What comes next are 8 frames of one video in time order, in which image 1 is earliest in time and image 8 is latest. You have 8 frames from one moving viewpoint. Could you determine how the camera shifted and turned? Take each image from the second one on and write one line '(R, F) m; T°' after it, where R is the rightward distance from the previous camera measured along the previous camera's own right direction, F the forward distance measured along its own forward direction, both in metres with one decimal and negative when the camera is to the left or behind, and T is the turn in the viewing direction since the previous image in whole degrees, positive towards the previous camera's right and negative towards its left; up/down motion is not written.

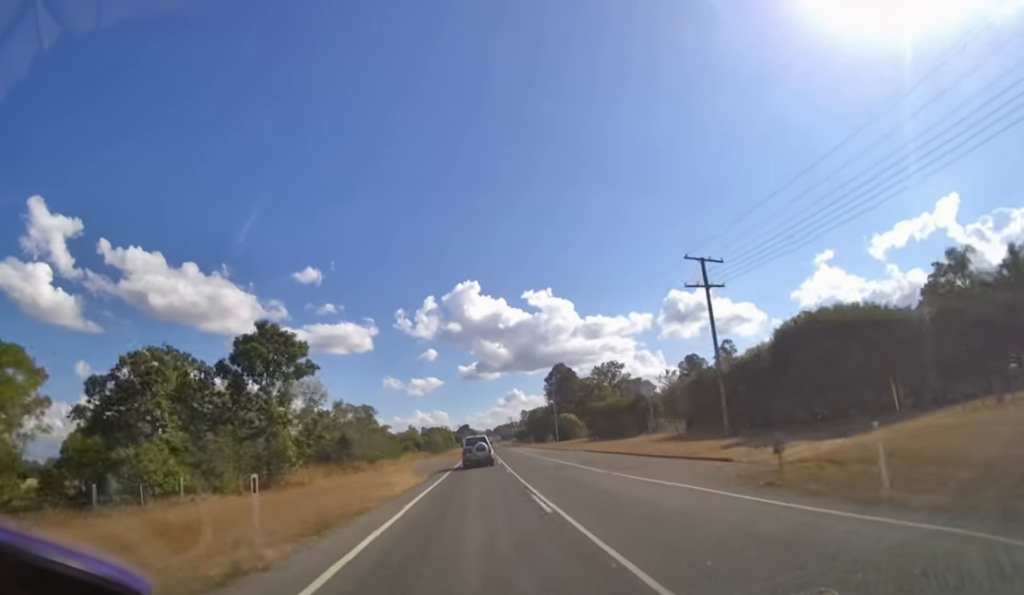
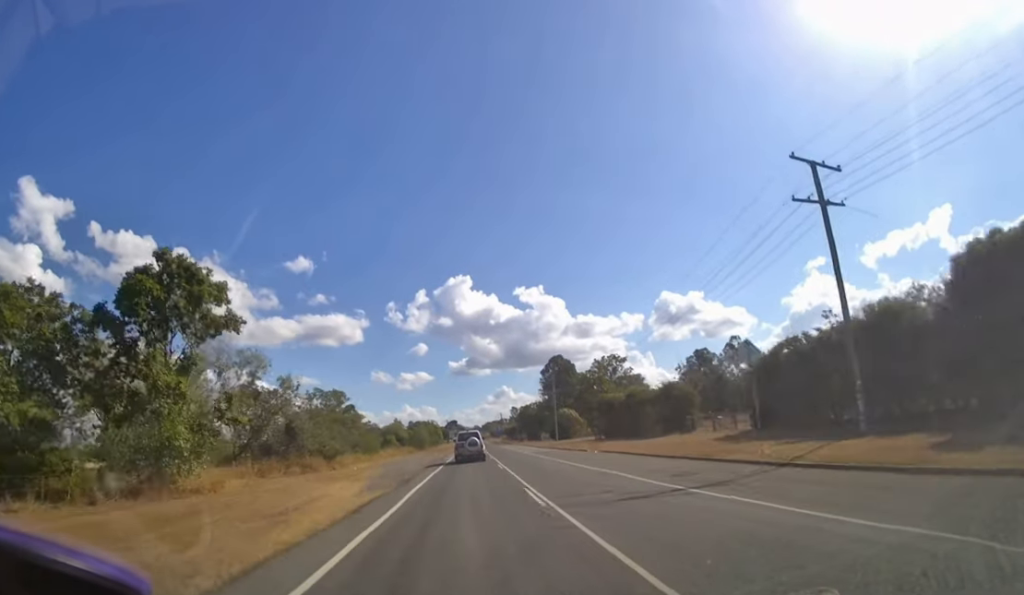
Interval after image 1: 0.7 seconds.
(+0.1, +12.3) m; +1°
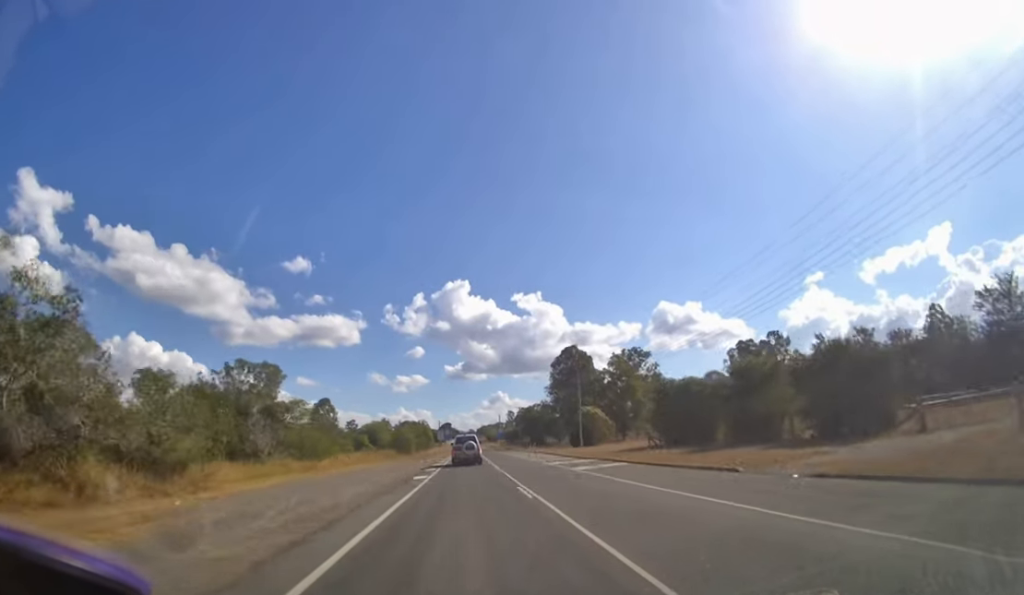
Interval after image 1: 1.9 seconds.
(+0.4, +24.2) m; +2°
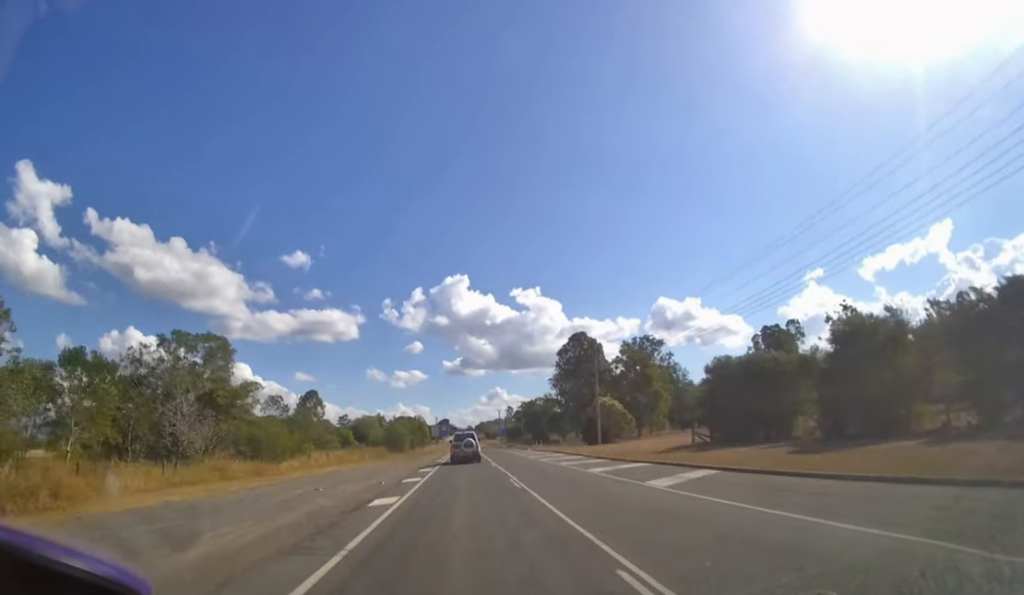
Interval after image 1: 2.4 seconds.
(0.0, +11.0) m; 0°
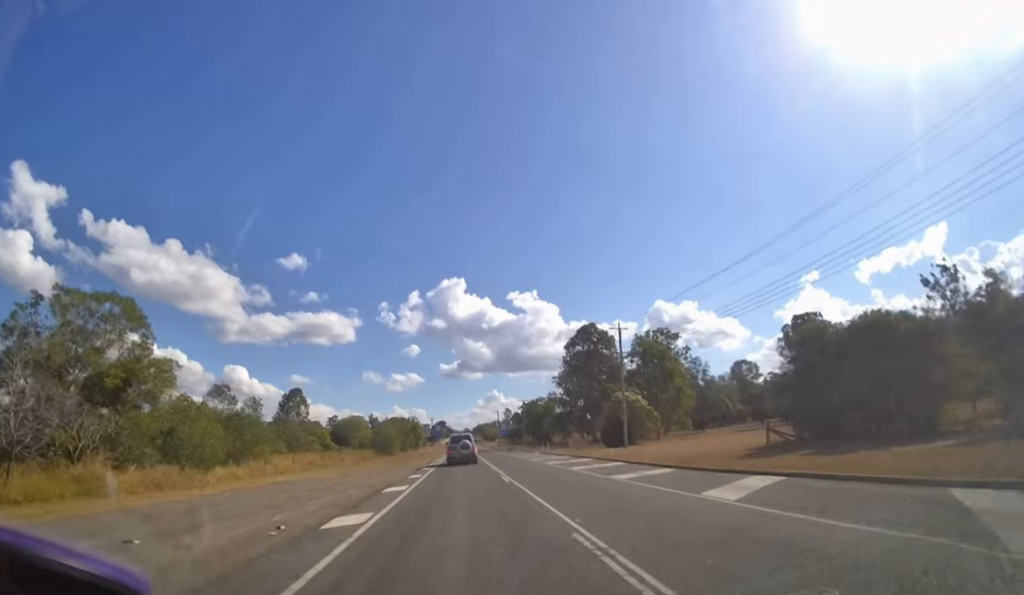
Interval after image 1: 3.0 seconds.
(+0.1, +11.3) m; 0°
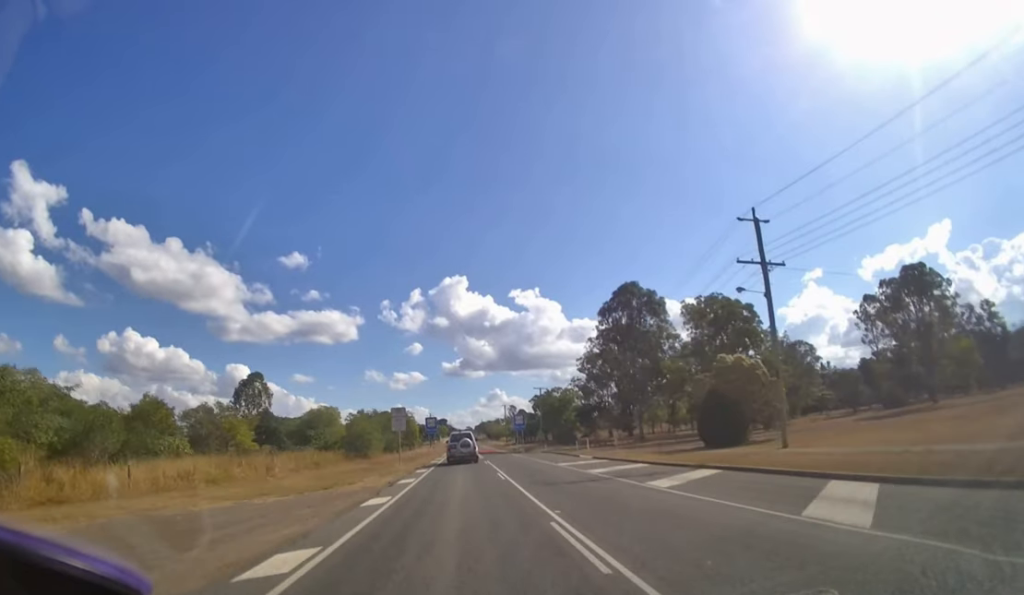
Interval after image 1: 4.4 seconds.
(0.0, +24.1) m; 0°
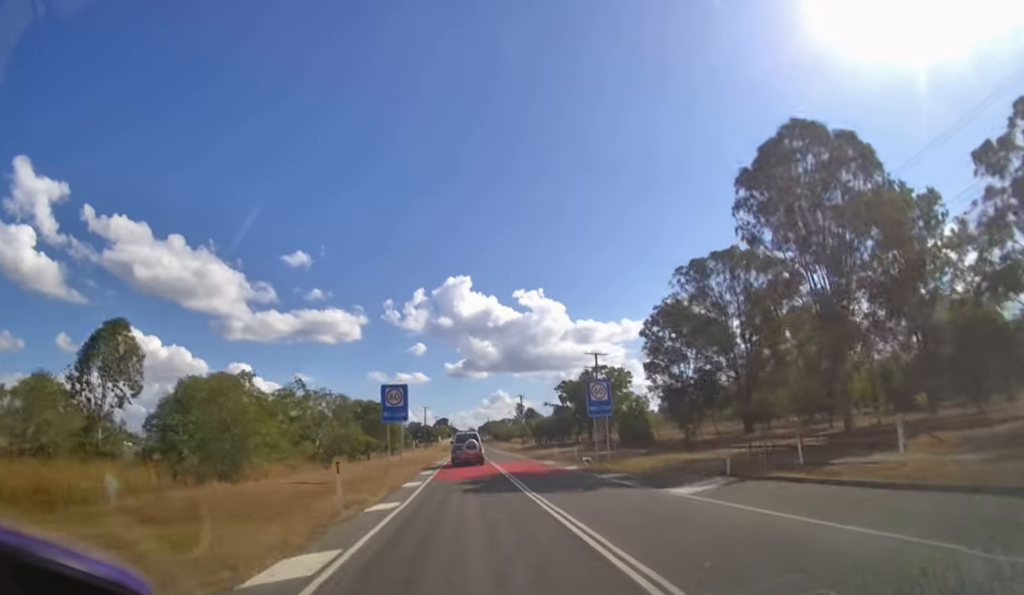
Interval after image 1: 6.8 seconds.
(-0.1, +35.1) m; 0°
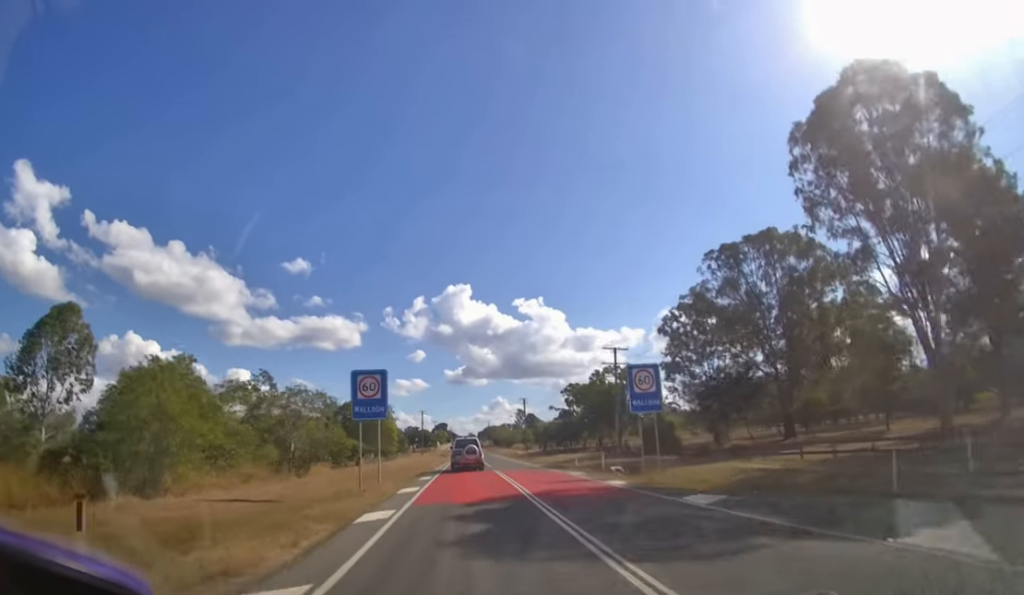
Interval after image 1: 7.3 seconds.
(0.0, +6.4) m; 0°
